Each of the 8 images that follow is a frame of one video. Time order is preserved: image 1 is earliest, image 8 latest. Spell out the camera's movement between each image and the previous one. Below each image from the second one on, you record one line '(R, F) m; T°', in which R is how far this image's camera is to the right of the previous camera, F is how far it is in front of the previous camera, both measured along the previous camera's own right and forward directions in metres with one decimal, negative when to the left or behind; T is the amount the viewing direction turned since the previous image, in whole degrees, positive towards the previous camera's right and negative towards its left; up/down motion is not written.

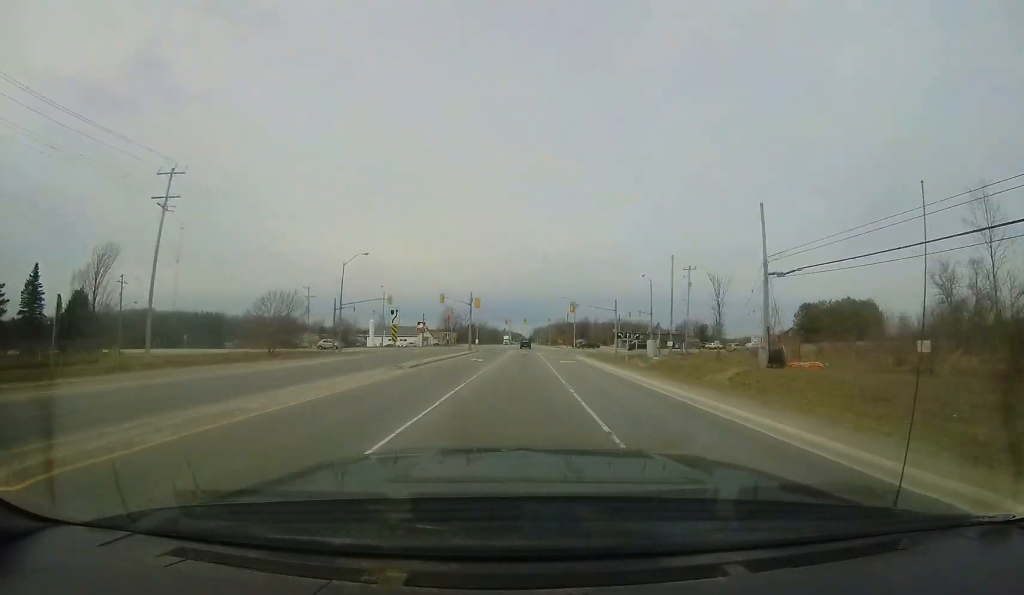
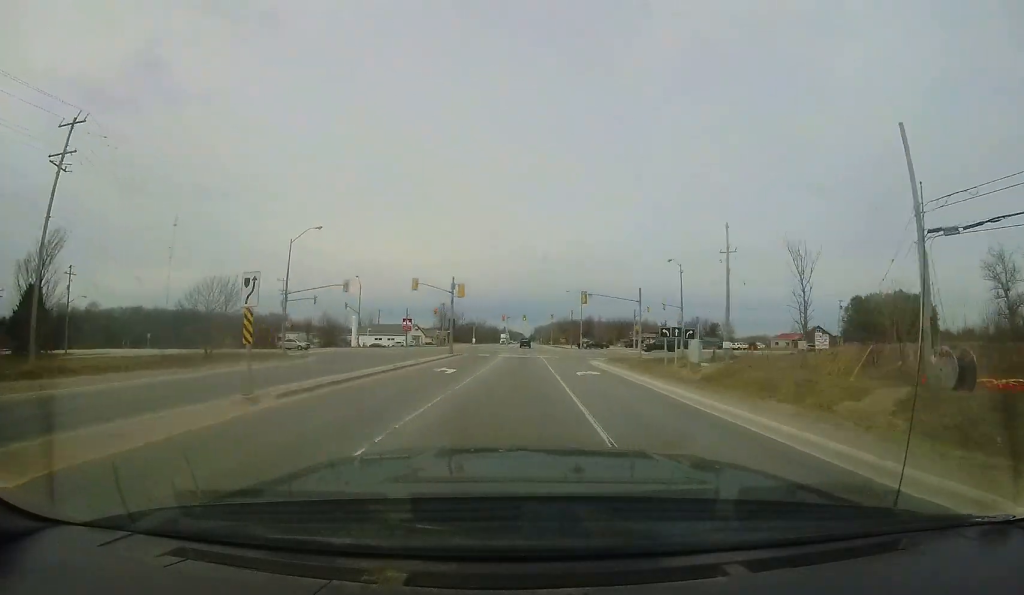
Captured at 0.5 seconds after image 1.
(0.0, +11.0) m; -1°
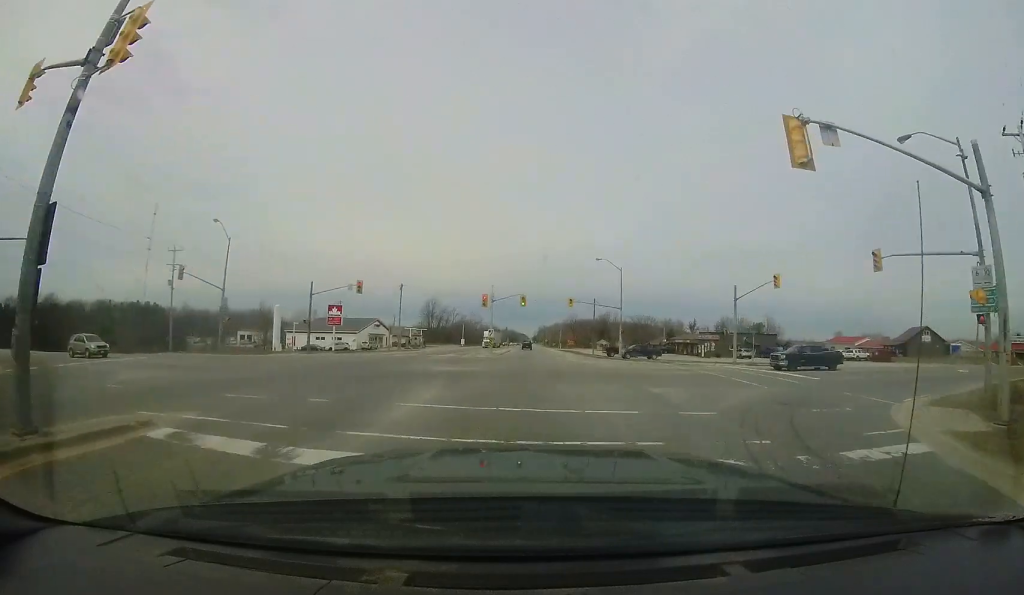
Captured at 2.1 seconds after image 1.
(-0.3, +32.4) m; -1°
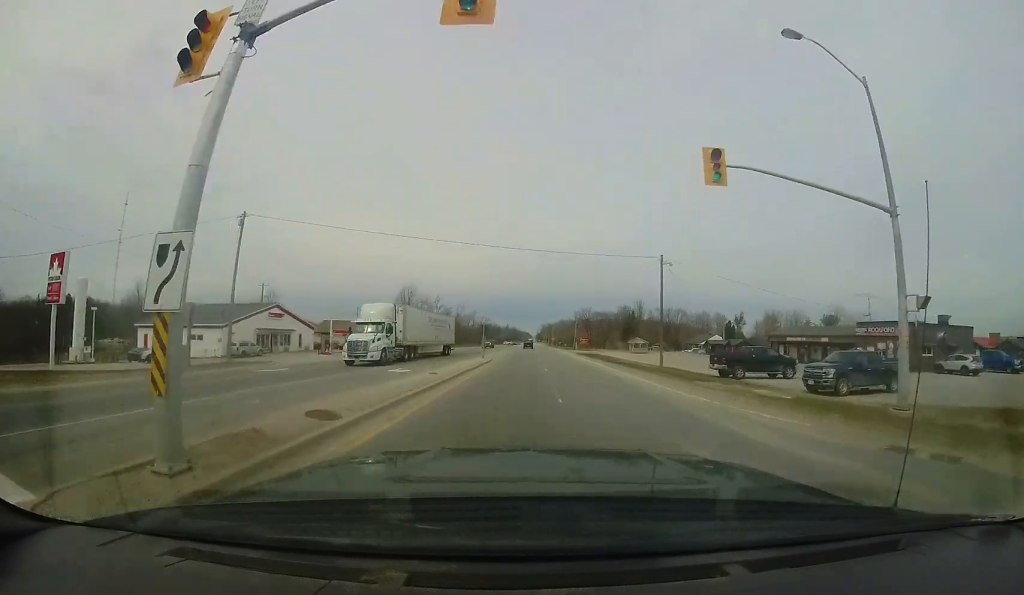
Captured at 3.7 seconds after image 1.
(-0.3, +36.2) m; 0°
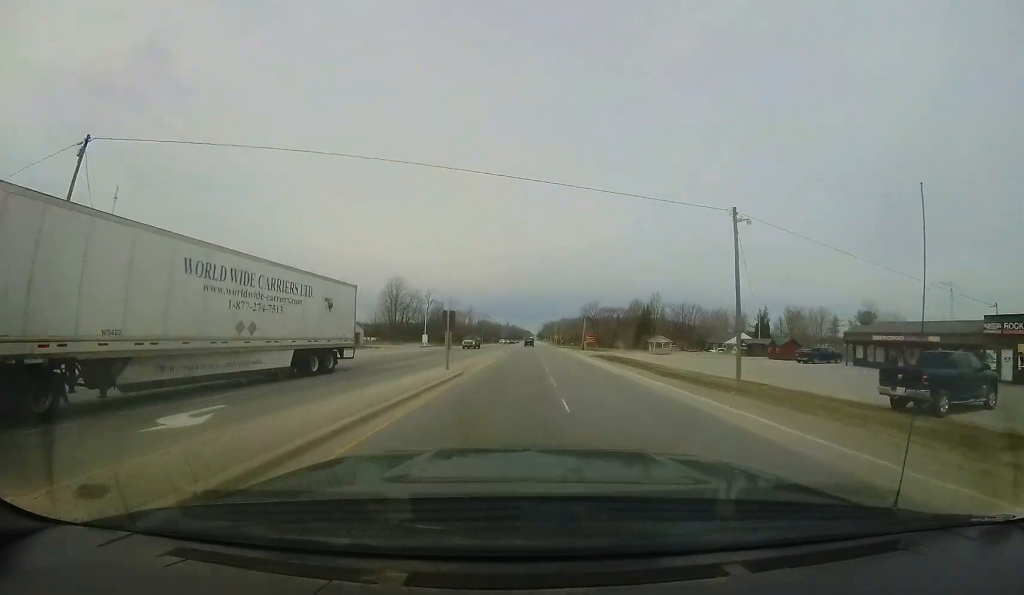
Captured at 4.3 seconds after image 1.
(+0.3, +13.2) m; 0°
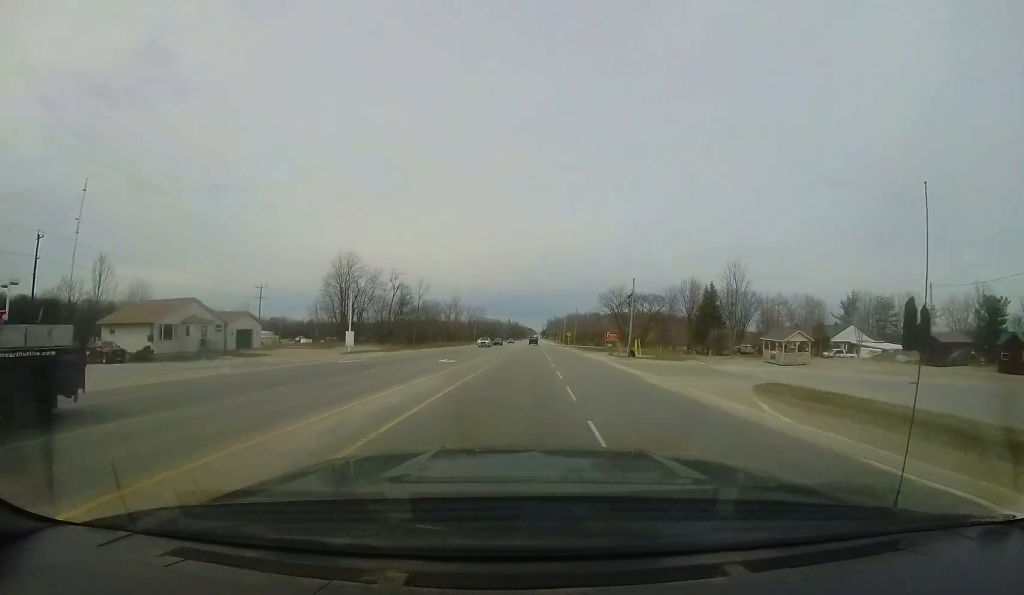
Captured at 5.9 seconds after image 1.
(-0.6, +34.0) m; -1°
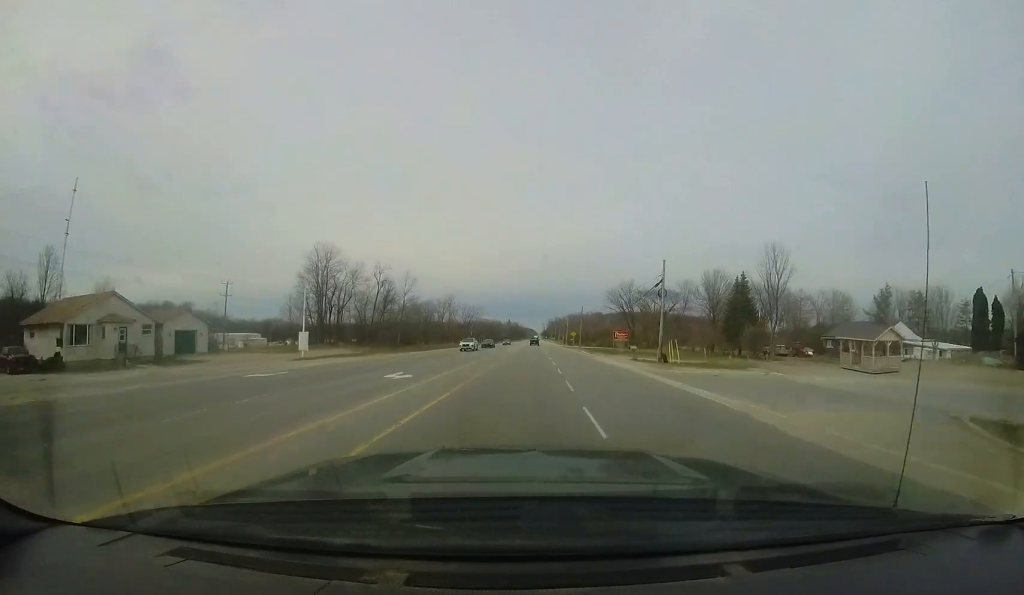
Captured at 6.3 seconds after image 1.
(0.0, +9.7) m; 0°
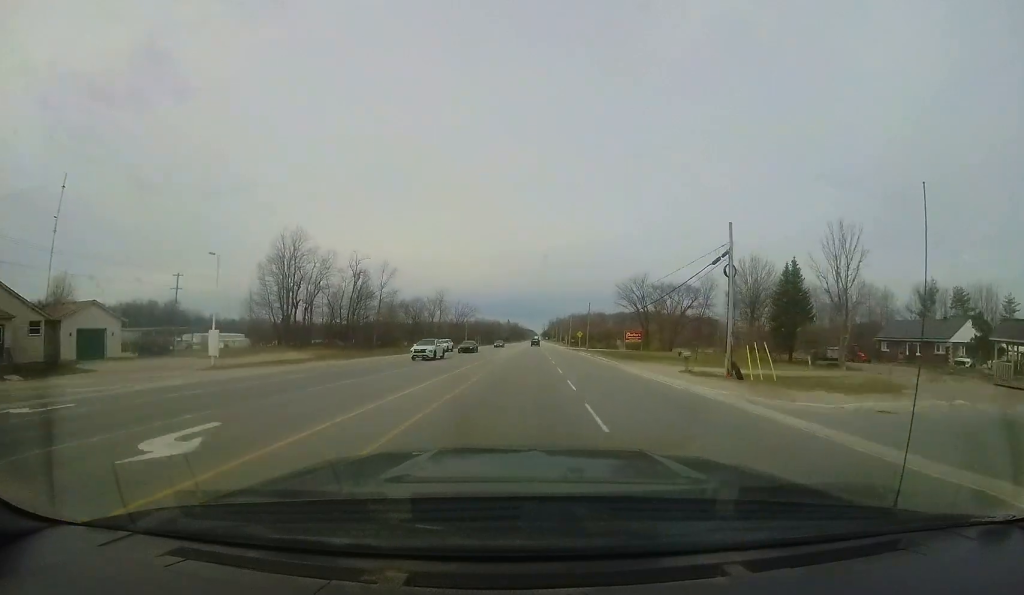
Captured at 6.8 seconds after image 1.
(0.0, +11.4) m; 0°
